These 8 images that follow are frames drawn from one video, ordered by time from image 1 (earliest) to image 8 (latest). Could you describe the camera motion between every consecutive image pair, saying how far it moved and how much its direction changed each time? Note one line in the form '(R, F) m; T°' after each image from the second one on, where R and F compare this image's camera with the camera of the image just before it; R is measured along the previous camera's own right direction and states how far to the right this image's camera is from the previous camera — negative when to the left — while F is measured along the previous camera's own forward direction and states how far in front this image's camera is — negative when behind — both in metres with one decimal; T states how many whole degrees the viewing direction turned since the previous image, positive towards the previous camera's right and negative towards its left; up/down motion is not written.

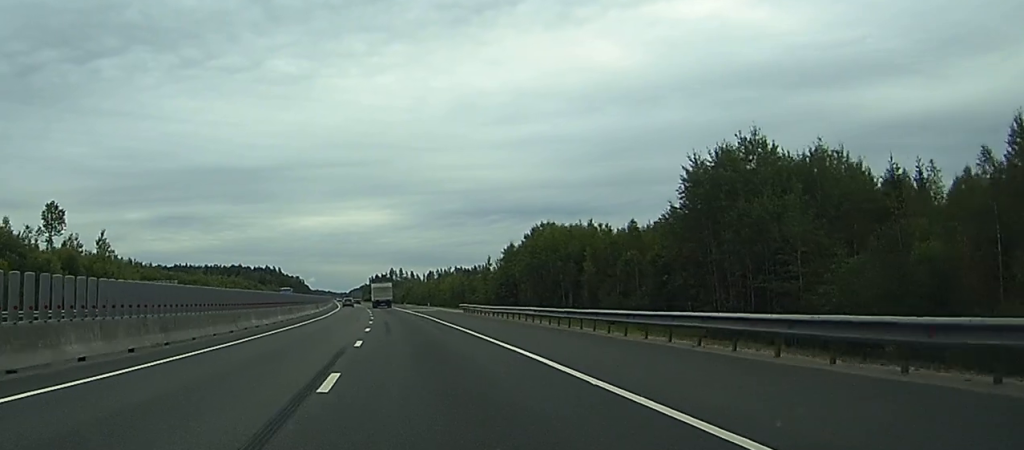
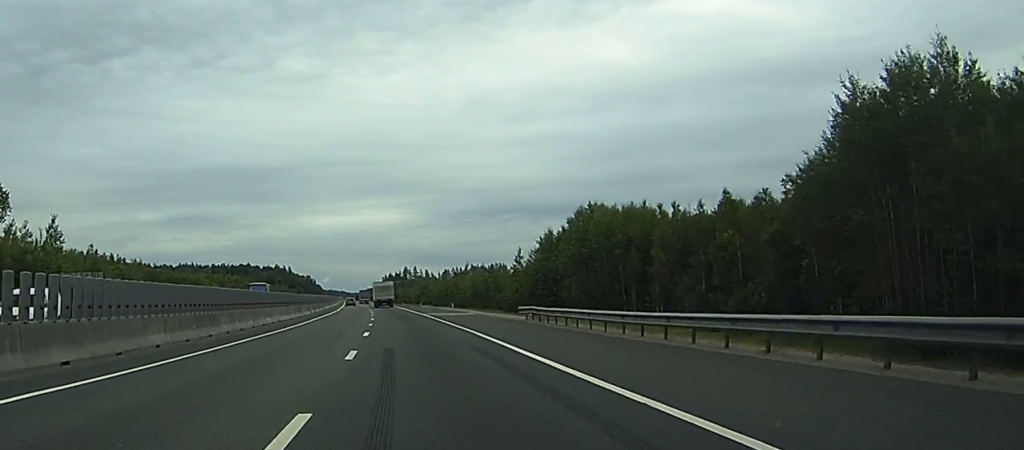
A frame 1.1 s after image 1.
(-0.2, +28.8) m; 0°
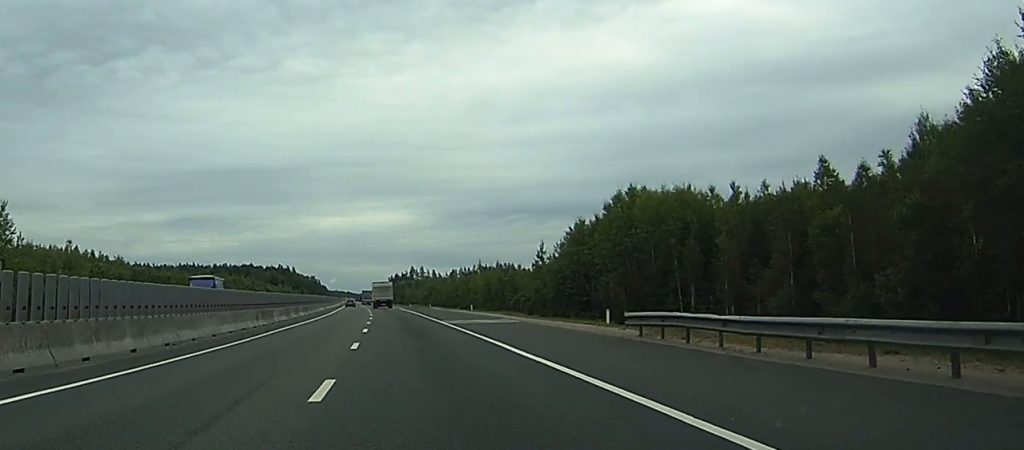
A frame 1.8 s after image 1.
(0.0, +19.8) m; 0°
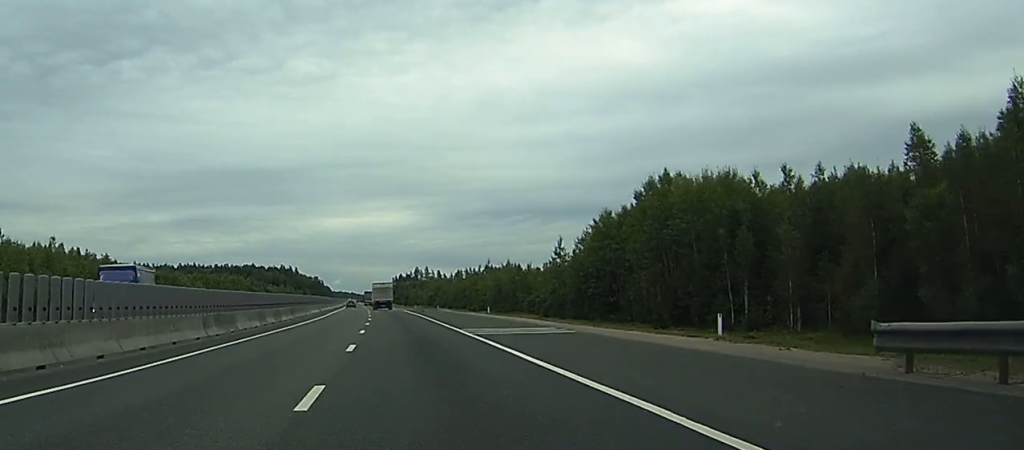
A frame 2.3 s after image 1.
(+0.1, +12.6) m; 0°
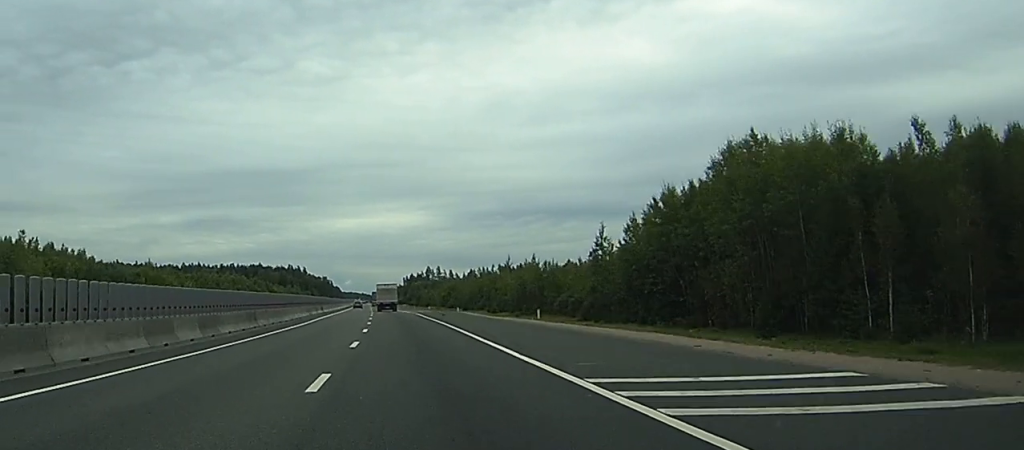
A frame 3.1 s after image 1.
(-0.1, +21.6) m; -1°
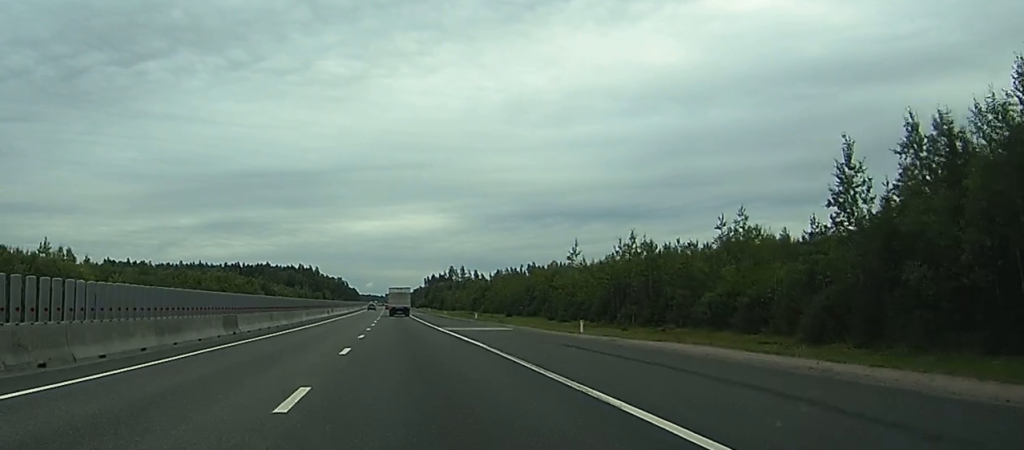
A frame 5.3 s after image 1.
(-1.0, +61.0) m; -1°
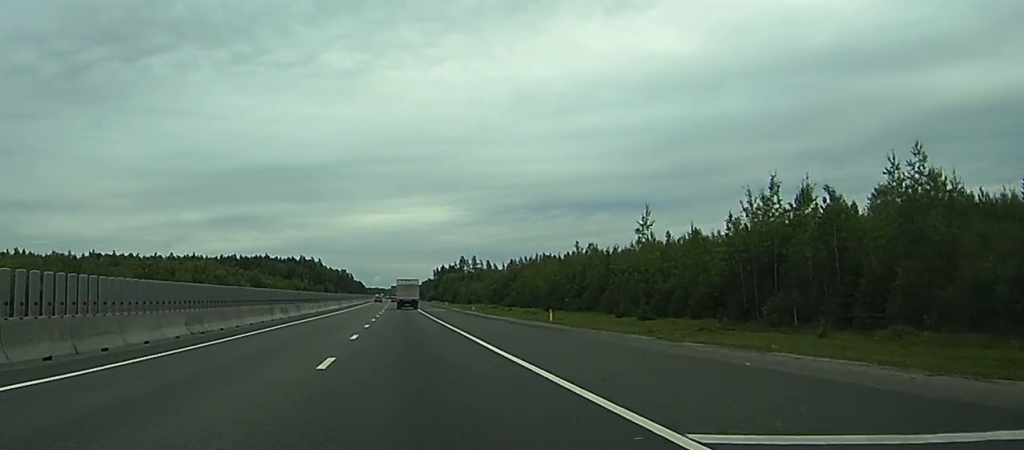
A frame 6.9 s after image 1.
(-0.2, +41.2) m; -1°
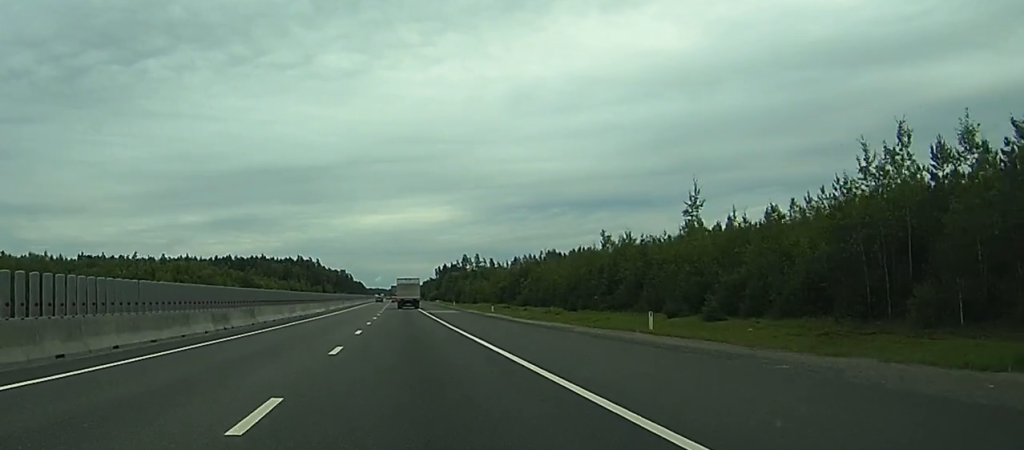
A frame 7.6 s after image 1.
(-0.1, +19.7) m; 0°
